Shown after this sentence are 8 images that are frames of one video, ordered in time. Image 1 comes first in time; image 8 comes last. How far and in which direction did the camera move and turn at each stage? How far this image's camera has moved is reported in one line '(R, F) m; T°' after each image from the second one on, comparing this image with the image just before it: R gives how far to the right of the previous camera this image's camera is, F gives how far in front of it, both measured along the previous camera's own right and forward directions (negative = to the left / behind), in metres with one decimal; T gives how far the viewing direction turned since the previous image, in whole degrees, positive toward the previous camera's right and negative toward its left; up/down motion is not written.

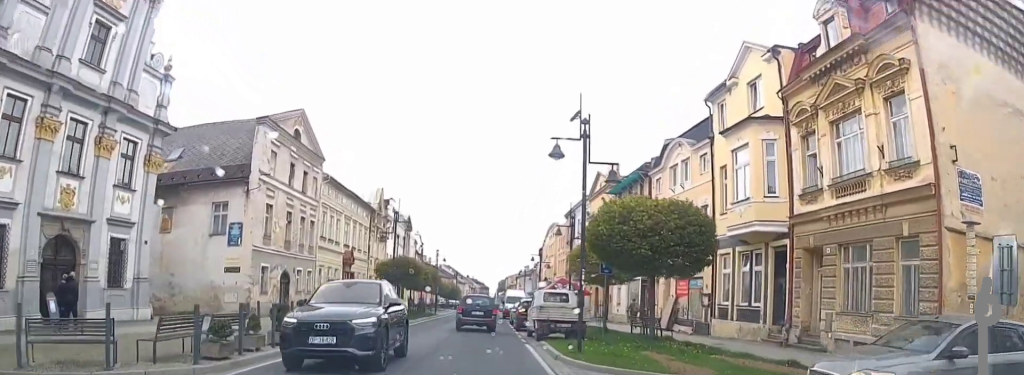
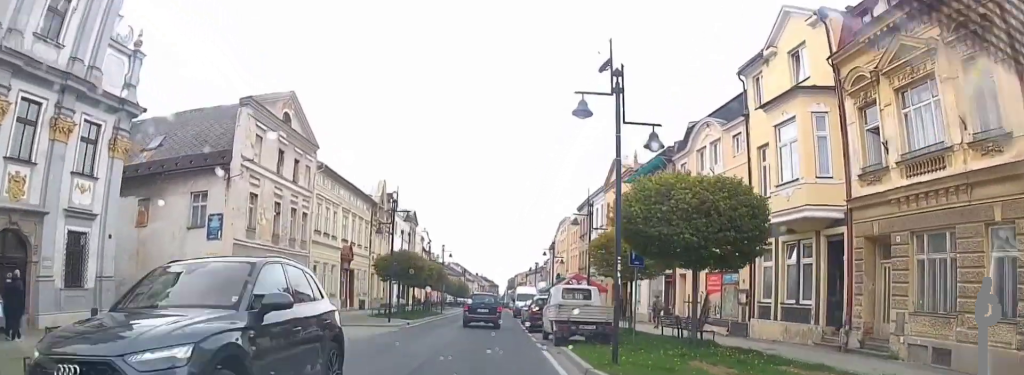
(0.0, +1.2) m; 0°
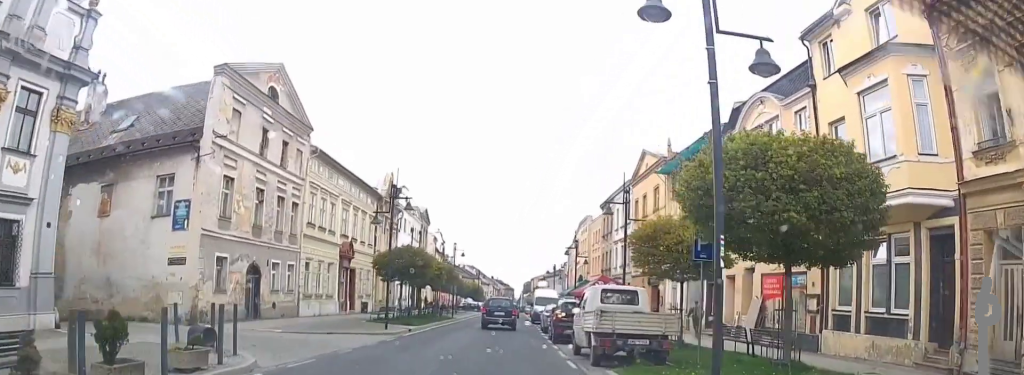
(0.0, +2.0) m; +2°
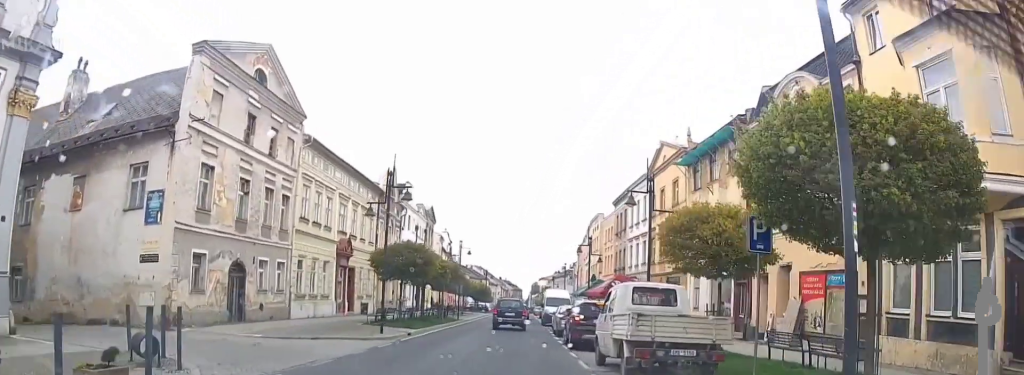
(0.0, +1.5) m; 0°
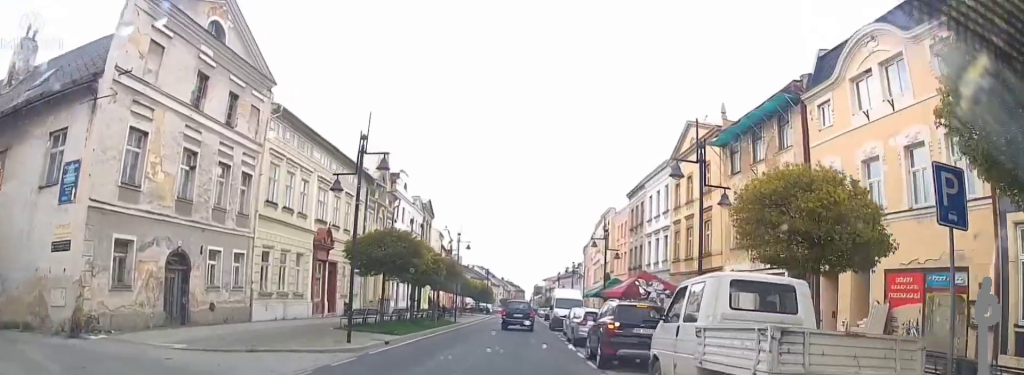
(+0.1, +3.0) m; +1°
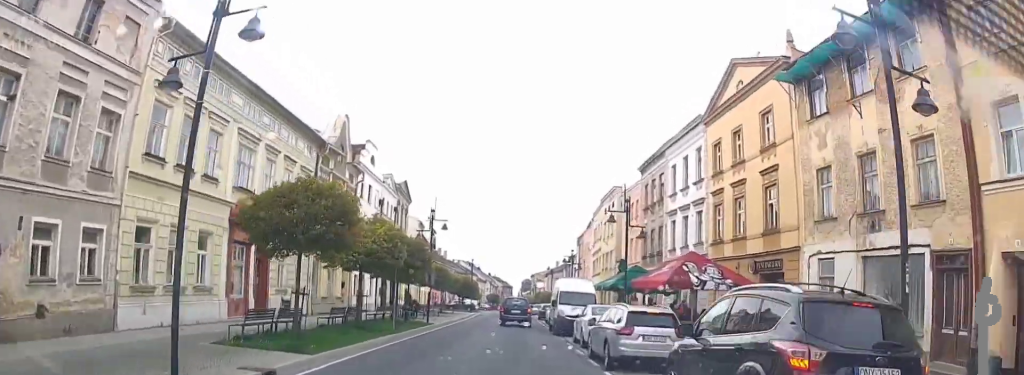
(0.0, +6.0) m; 0°
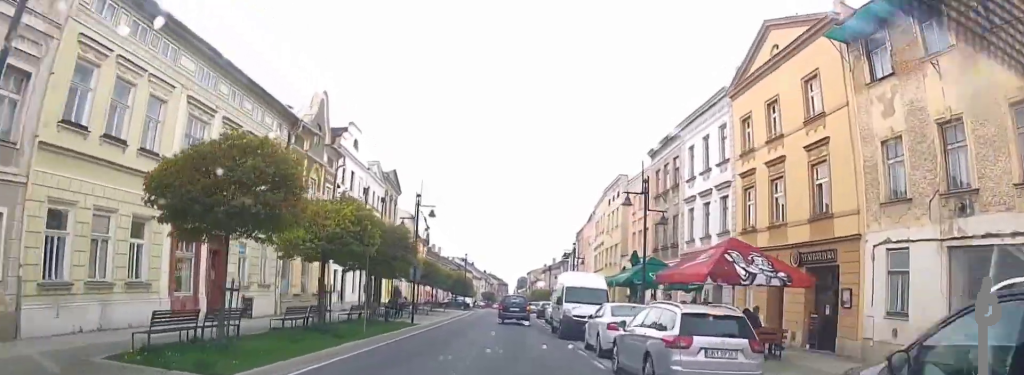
(0.0, +3.2) m; 0°
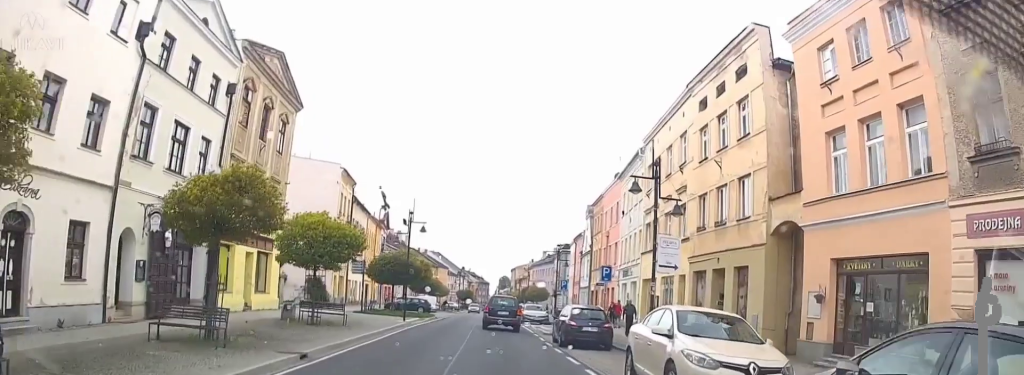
(-0.8, +26.6) m; -3°
